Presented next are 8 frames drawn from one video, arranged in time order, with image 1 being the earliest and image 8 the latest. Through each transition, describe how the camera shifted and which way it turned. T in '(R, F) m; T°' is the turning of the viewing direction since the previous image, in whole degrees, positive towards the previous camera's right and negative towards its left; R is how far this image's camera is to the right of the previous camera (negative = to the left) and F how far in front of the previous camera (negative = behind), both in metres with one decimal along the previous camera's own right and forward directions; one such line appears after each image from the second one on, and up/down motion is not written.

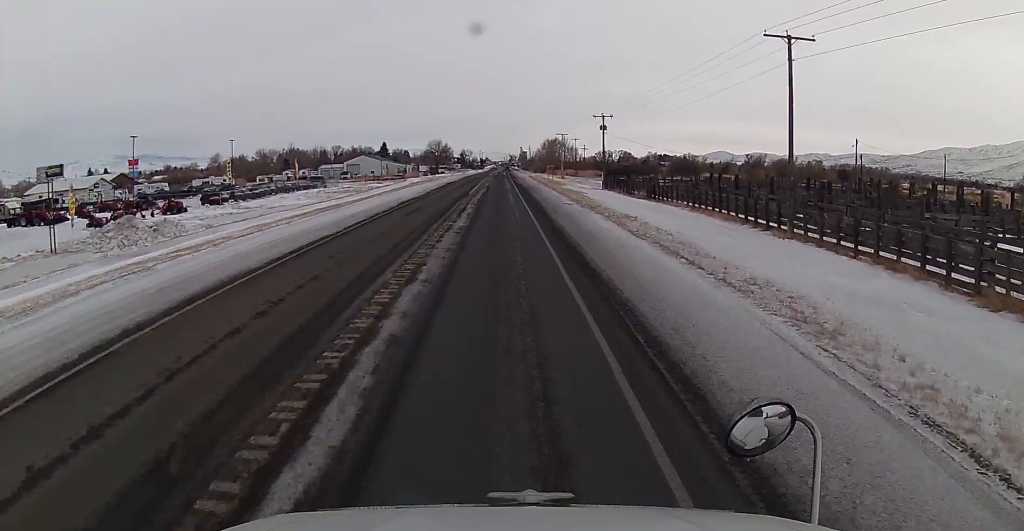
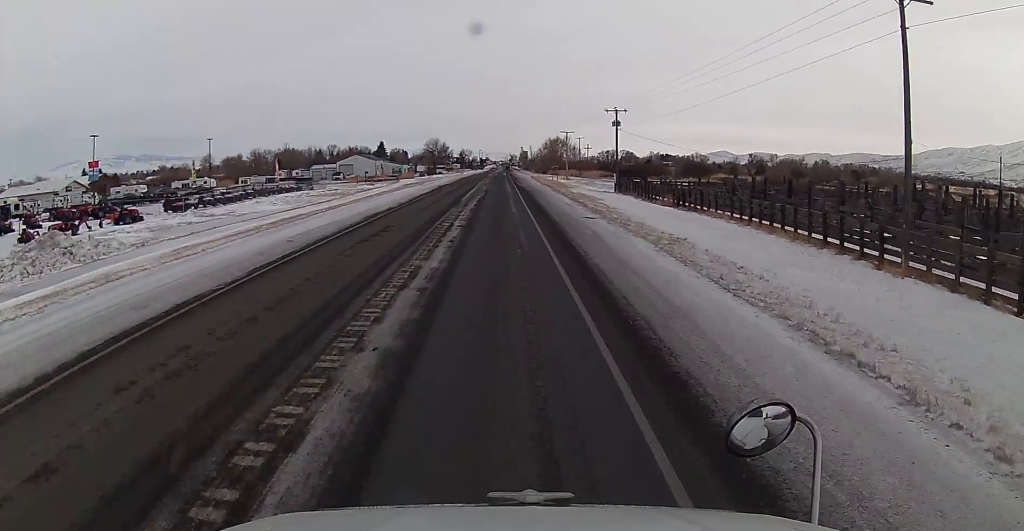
(-0.1, +10.4) m; 0°
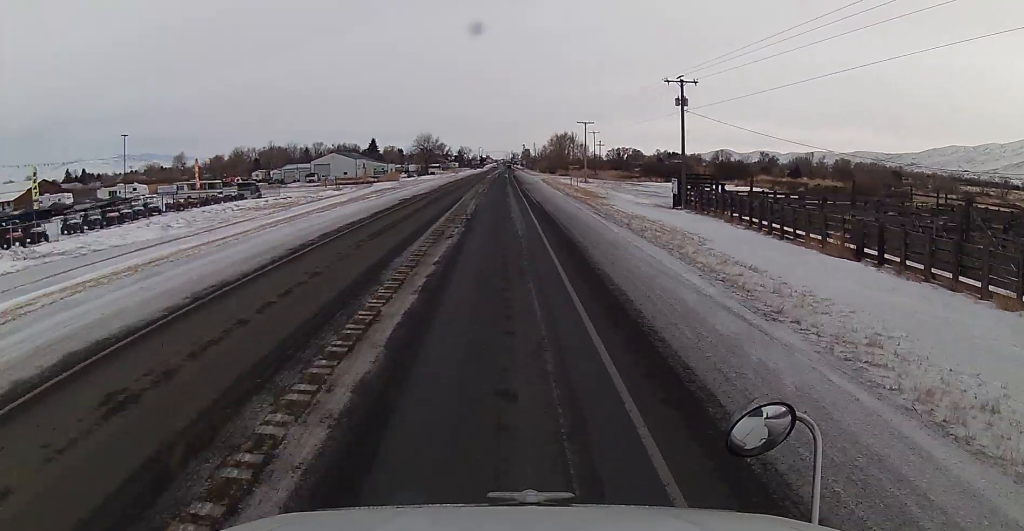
(-0.1, +29.6) m; -1°
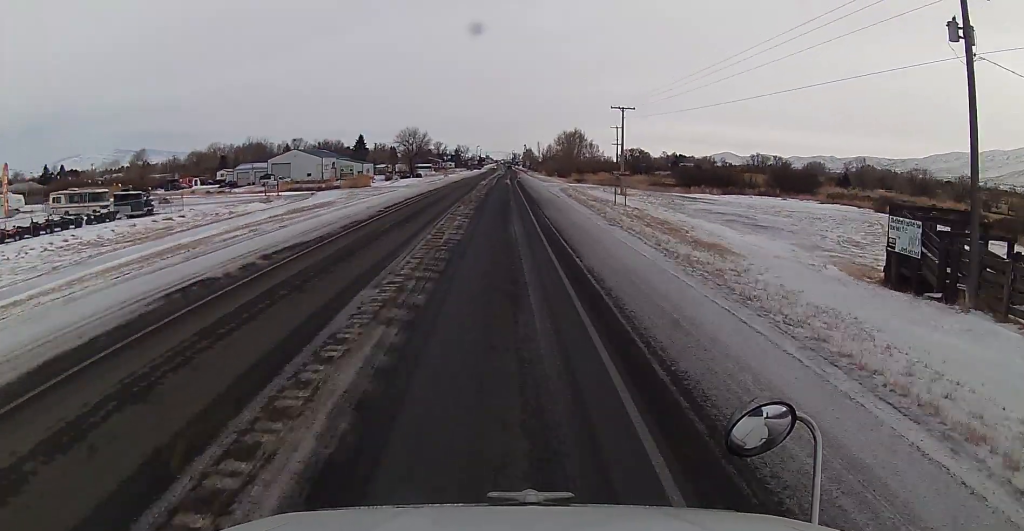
(-0.3, +34.2) m; 0°
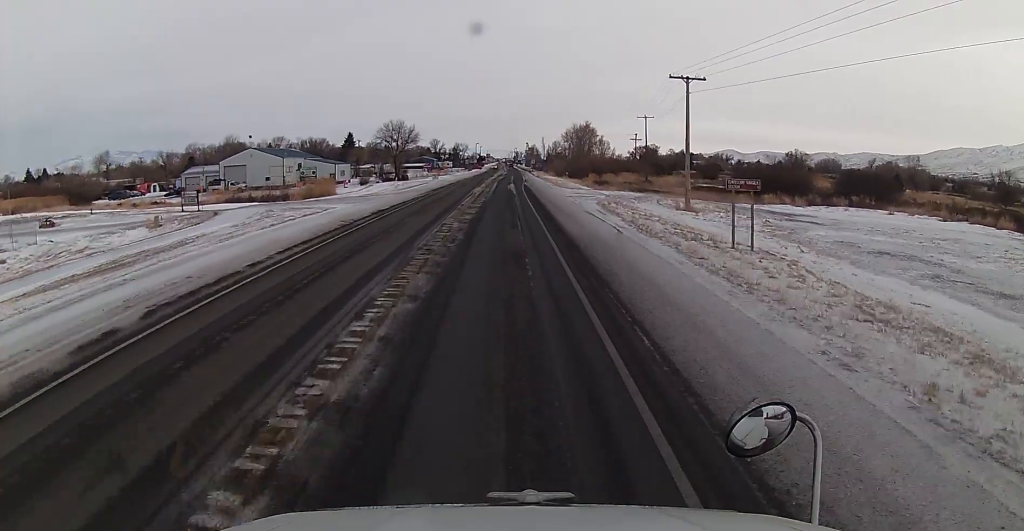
(+0.3, +26.8) m; 0°
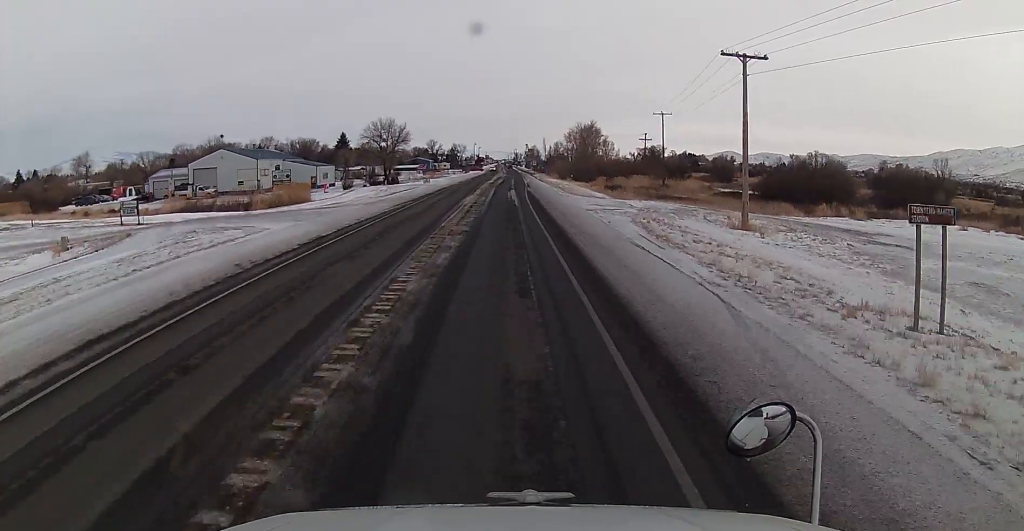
(-0.1, +12.3) m; -1°
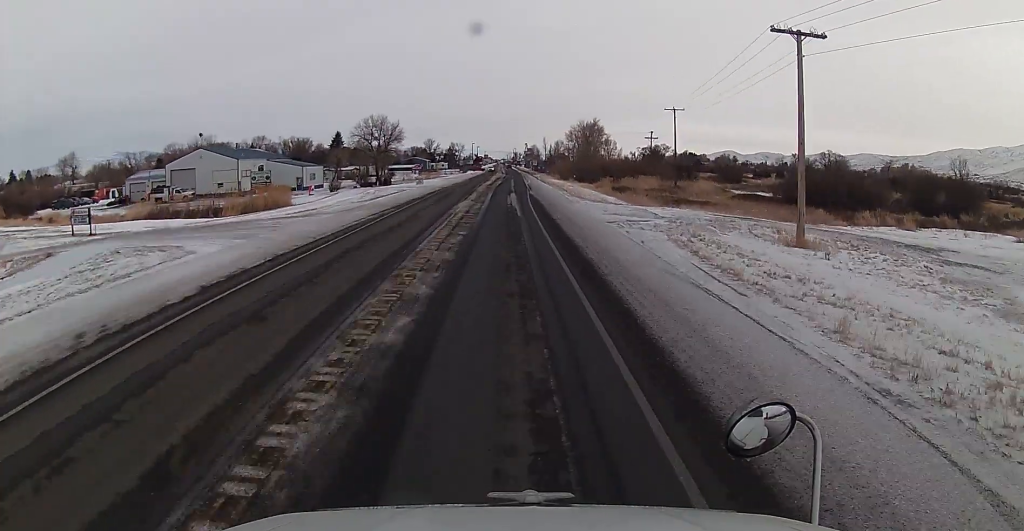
(0.0, +7.6) m; 0°
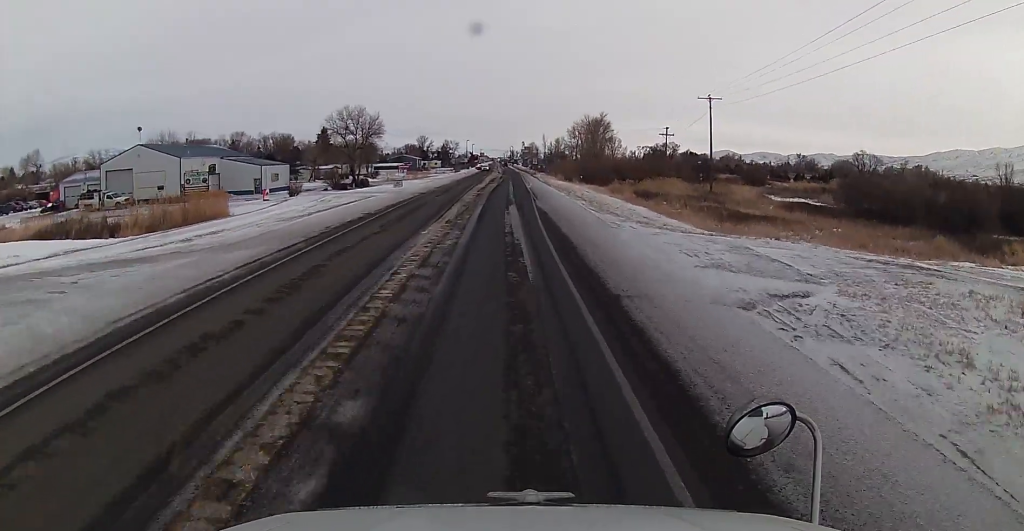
(0.0, +17.5) m; +2°
